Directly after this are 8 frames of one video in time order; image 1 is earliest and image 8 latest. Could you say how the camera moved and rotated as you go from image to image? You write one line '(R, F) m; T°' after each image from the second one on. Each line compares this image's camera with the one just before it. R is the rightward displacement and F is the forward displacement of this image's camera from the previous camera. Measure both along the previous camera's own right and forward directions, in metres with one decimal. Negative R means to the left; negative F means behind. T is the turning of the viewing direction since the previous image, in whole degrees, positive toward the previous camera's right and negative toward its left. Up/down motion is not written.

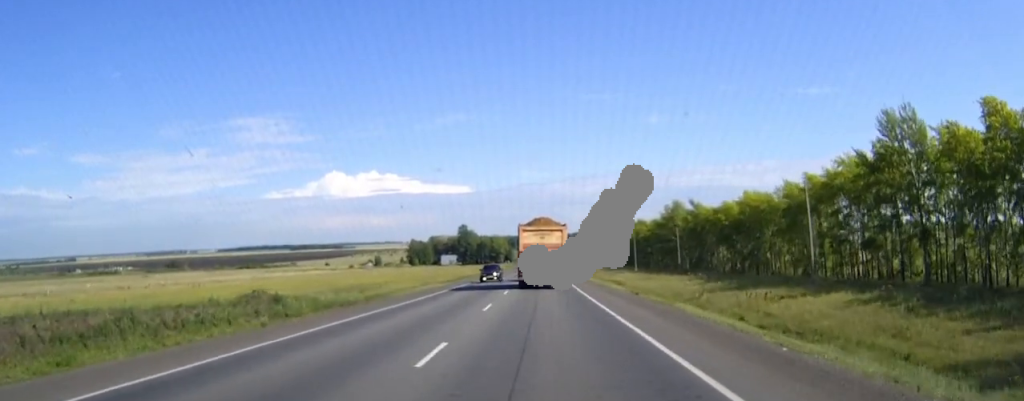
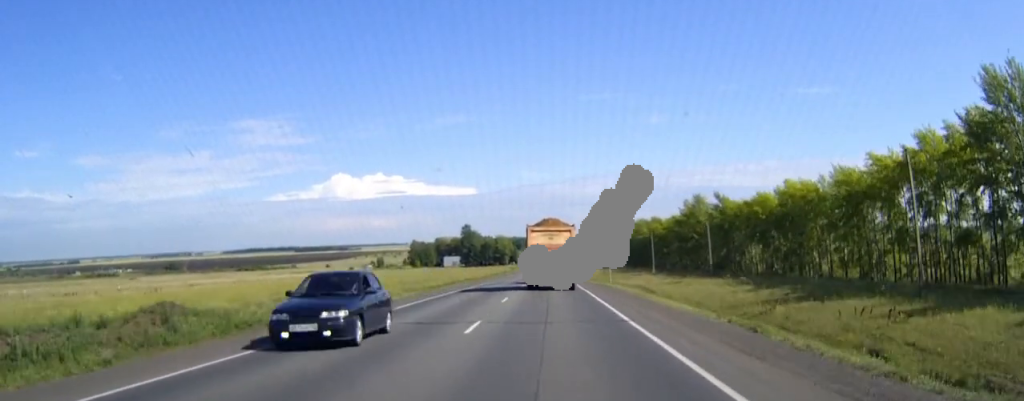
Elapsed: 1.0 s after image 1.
(0.0, +18.9) m; 0°
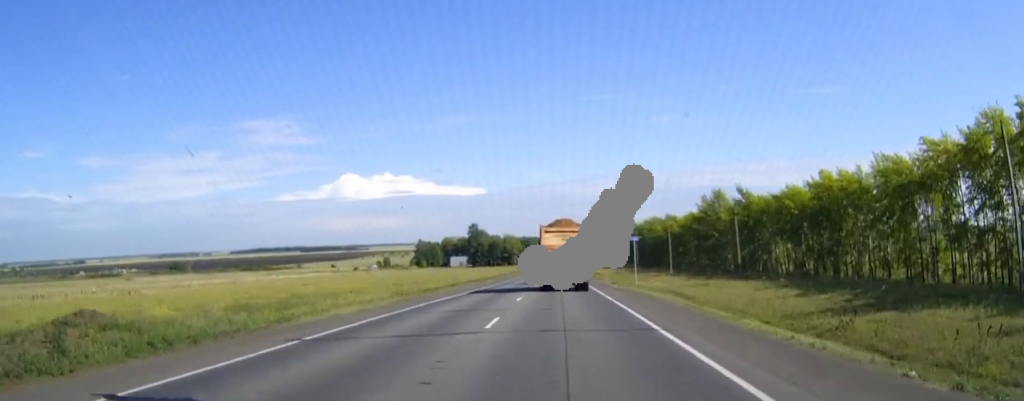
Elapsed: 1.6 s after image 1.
(0.0, +11.0) m; 0°
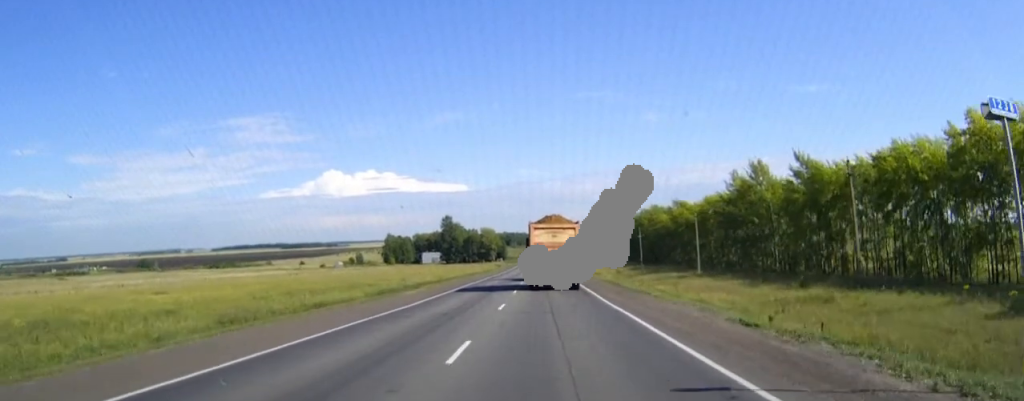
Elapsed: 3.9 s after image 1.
(+0.2, +41.3) m; +1°
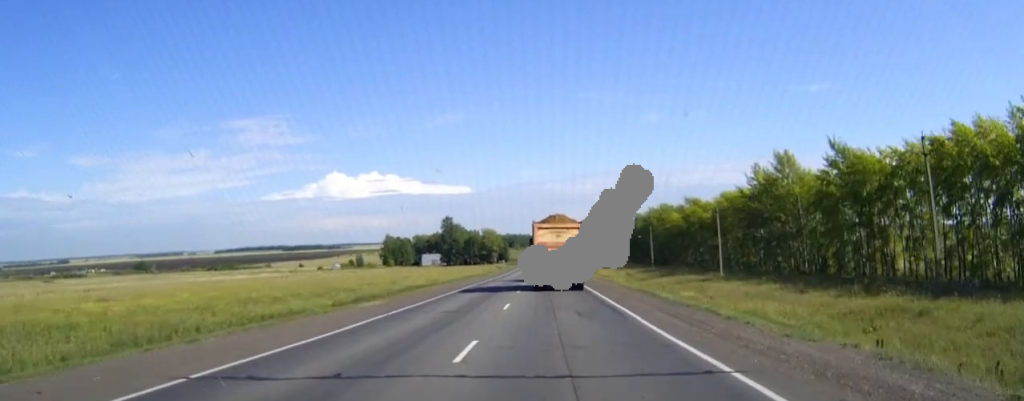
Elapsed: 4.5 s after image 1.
(0.0, +11.8) m; 0°
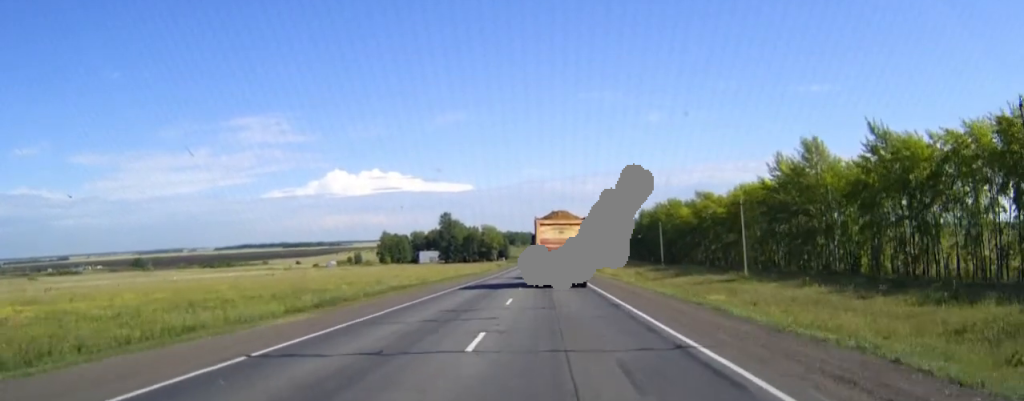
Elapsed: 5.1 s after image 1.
(0.0, +11.3) m; 0°
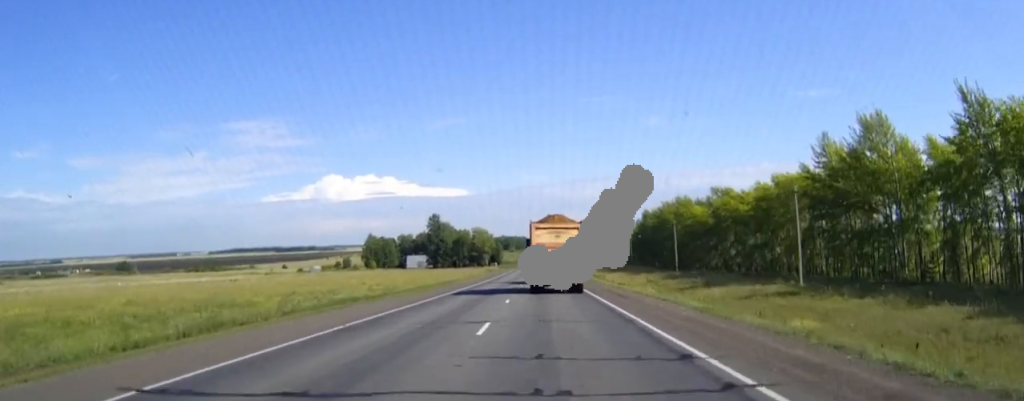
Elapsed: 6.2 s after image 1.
(0.0, +20.6) m; 0°
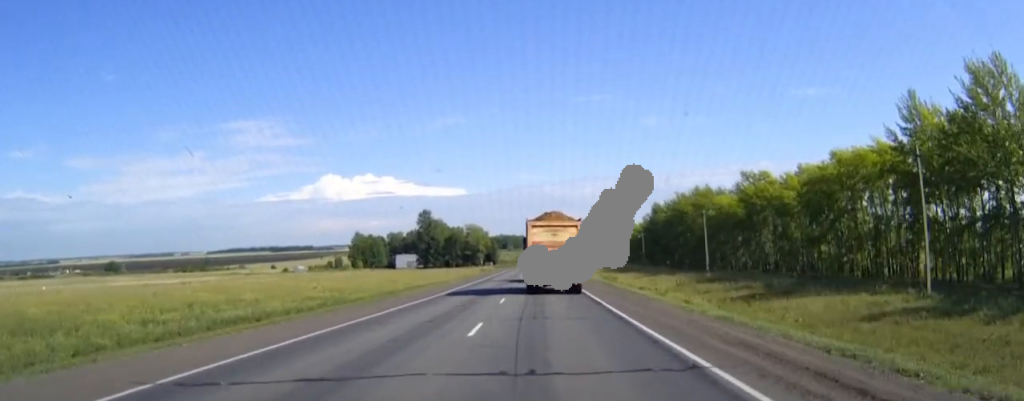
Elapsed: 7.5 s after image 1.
(0.0, +23.9) m; 0°
